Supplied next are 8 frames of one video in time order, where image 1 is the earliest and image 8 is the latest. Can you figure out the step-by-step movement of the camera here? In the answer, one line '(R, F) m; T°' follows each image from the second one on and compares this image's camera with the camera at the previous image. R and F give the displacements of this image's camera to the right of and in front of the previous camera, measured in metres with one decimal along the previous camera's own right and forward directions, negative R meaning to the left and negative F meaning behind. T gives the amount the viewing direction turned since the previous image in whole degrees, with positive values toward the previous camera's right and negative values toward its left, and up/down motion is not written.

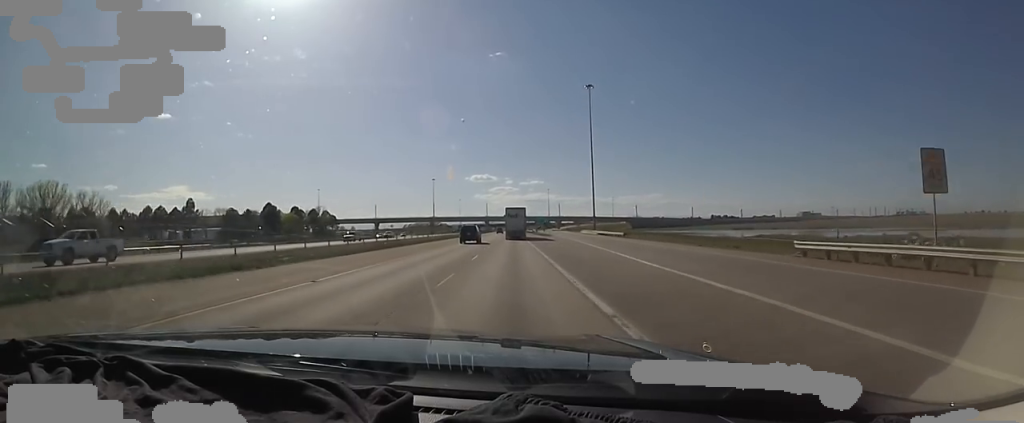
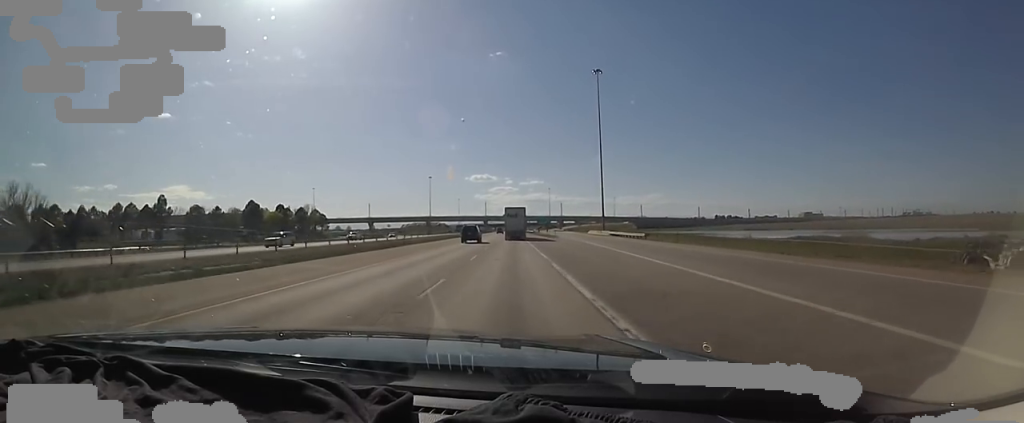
(-0.2, +12.0) m; 0°
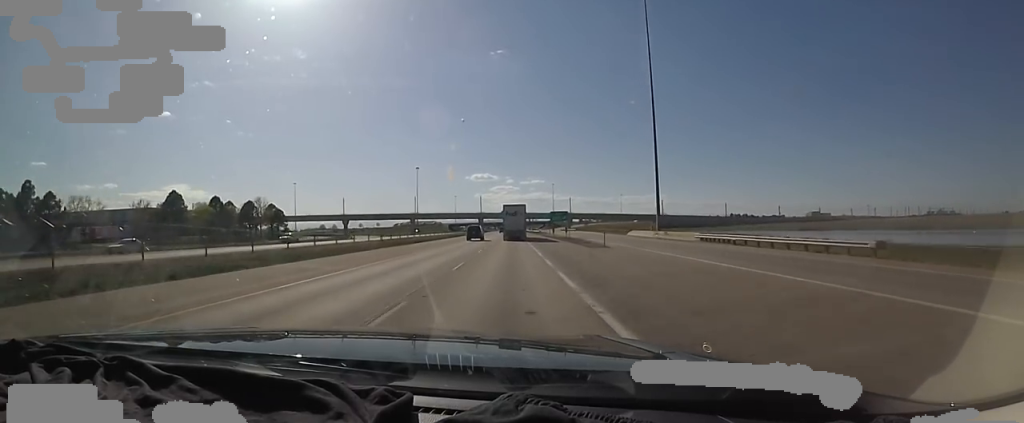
(+0.5, +40.5) m; +1°
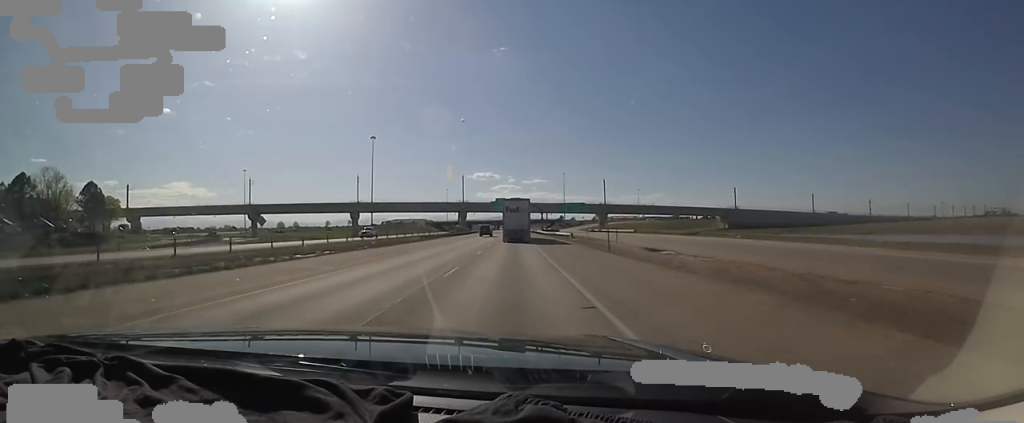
(-3.6, +83.0) m; -2°
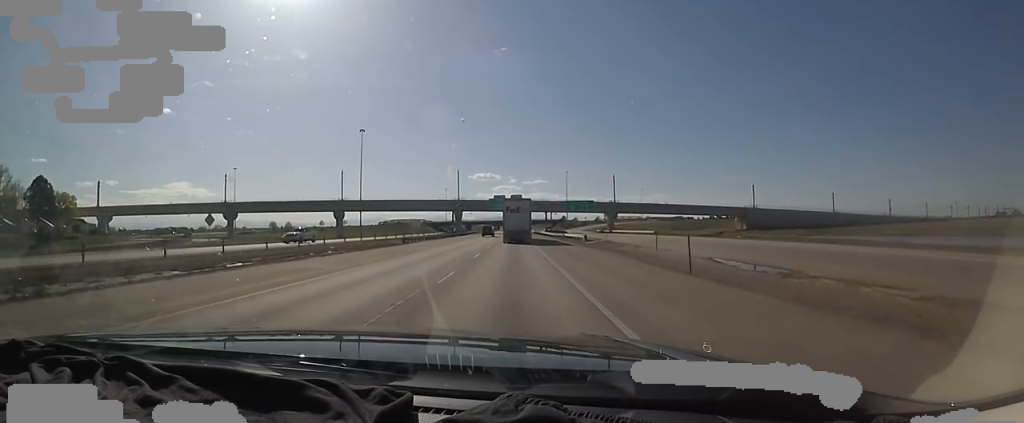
(+0.9, +13.1) m; +1°
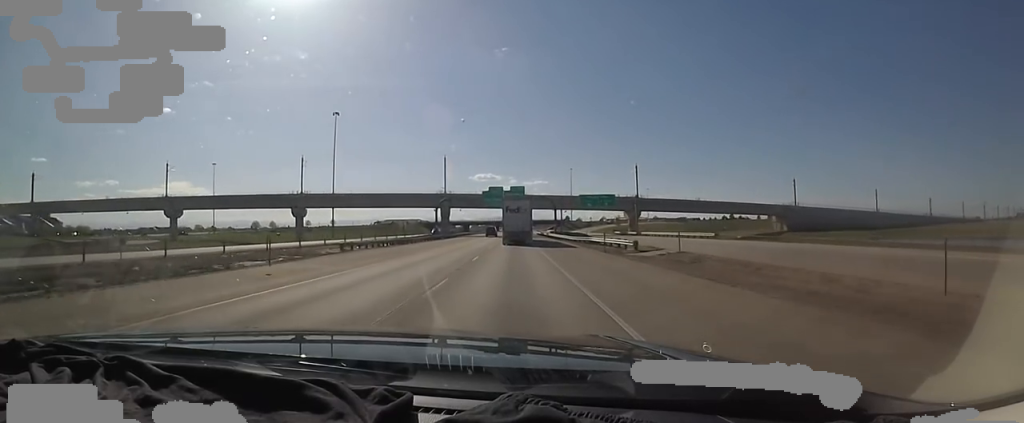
(+0.7, +24.3) m; 0°
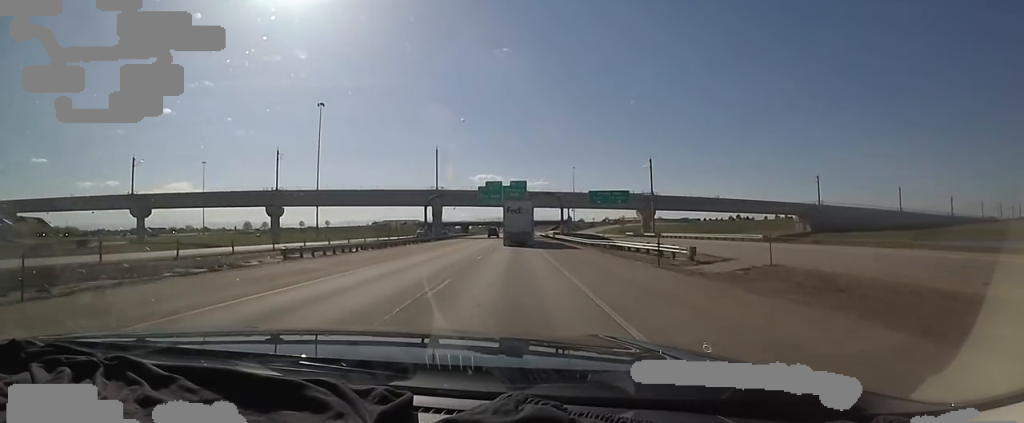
(+0.1, +11.2) m; -2°
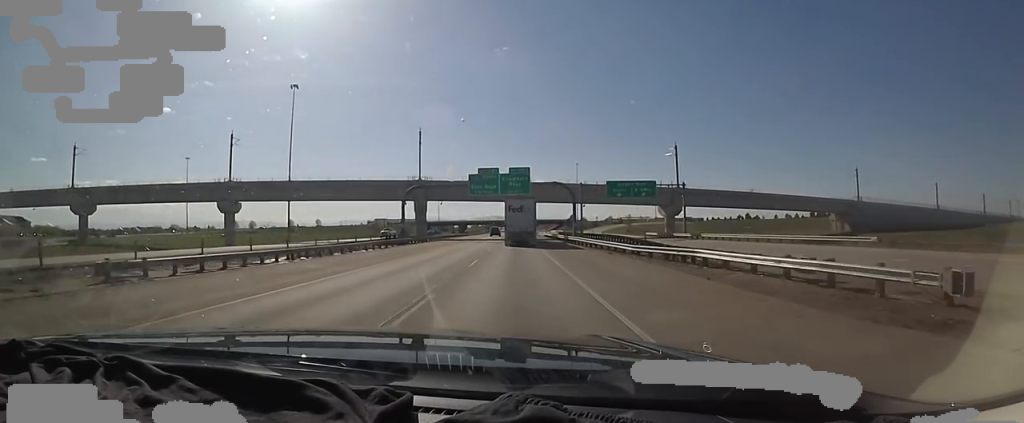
(-0.3, +15.8) m; -1°
